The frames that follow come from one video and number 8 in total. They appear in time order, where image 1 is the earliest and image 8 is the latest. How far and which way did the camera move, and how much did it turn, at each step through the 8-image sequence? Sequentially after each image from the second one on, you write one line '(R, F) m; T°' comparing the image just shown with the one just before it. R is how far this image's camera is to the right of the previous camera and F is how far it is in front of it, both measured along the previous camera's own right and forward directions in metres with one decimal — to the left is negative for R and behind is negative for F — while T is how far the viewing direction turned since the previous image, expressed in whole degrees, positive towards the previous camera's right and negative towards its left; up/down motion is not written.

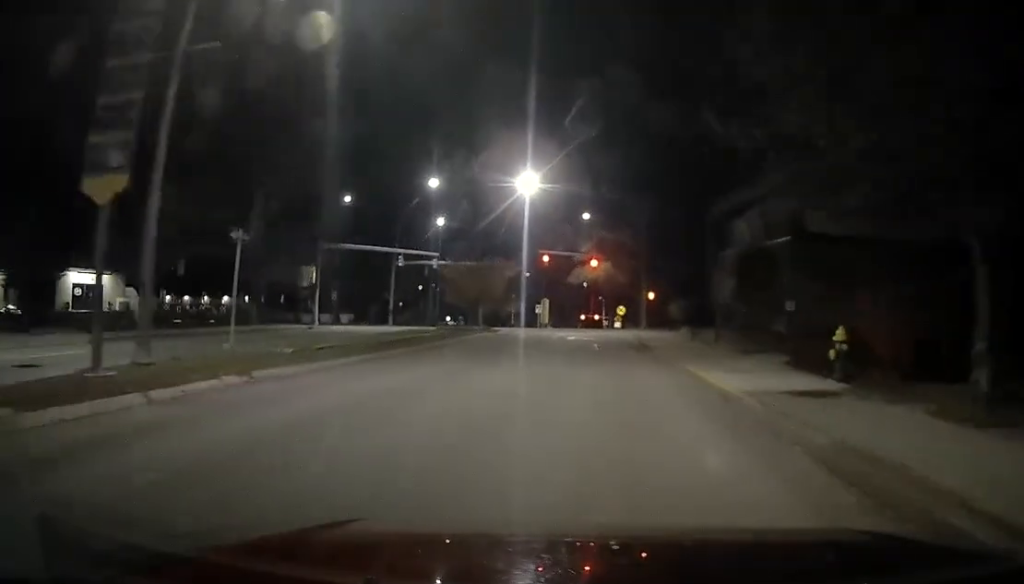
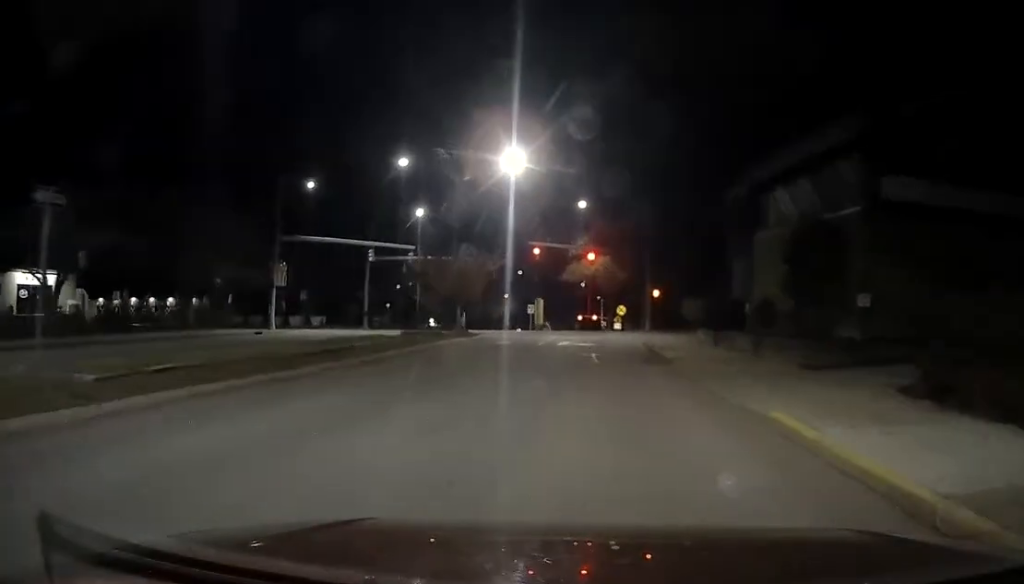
(+0.3, +6.8) m; -1°
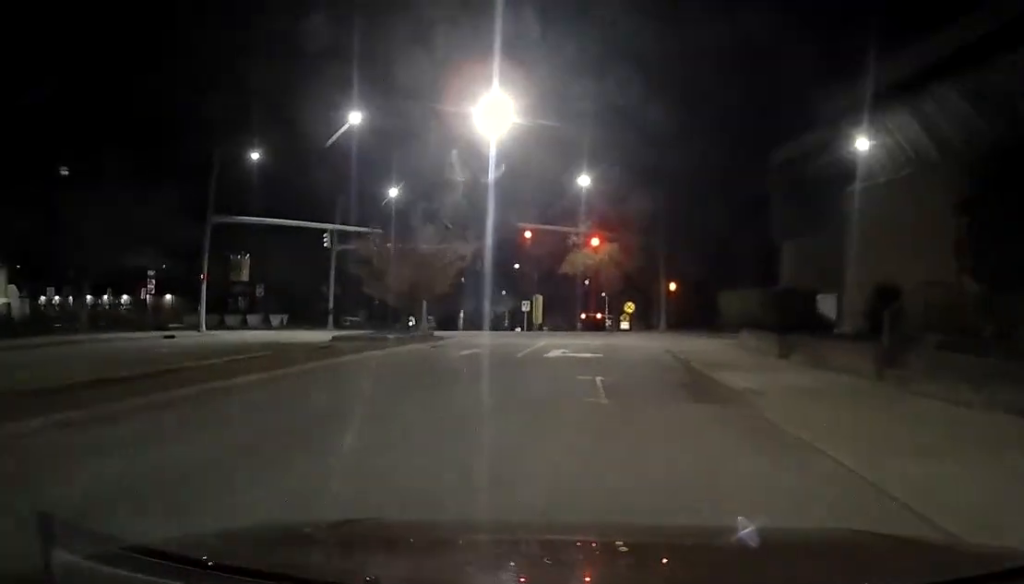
(-0.3, +8.9) m; -1°
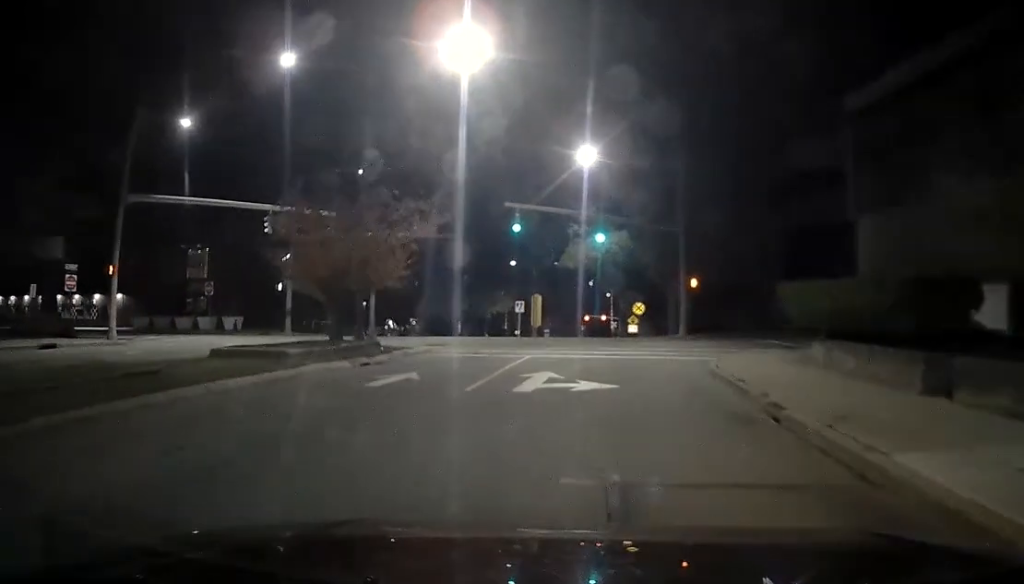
(+0.1, +8.0) m; +2°
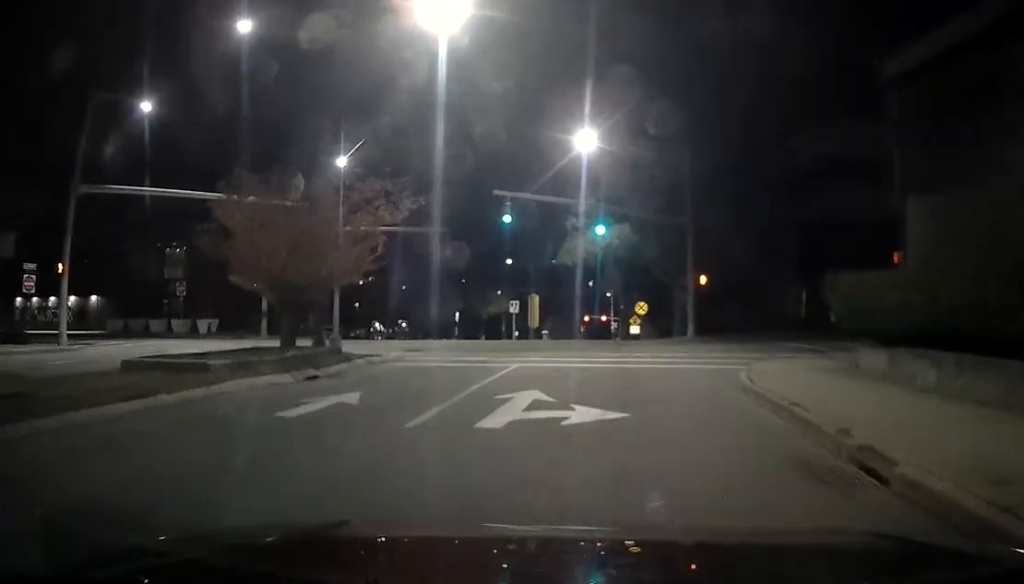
(+0.1, +3.5) m; +2°
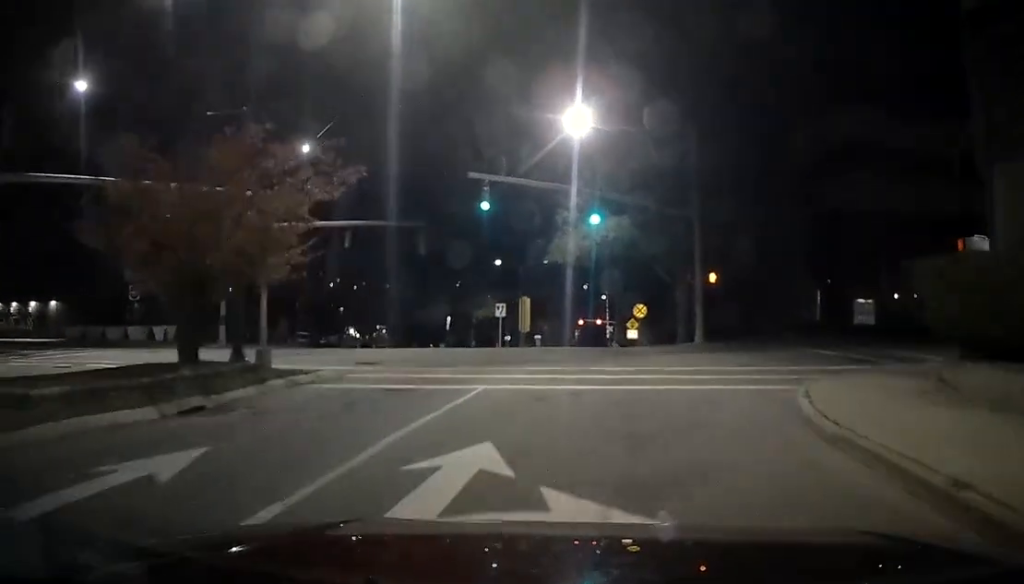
(0.0, +4.4) m; +4°
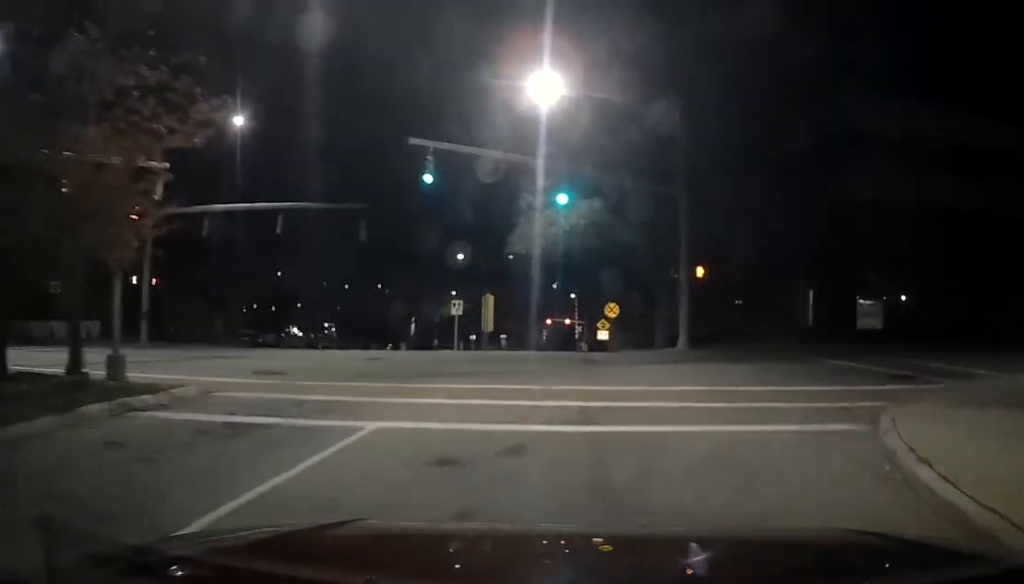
(+0.1, +4.7) m; +6°
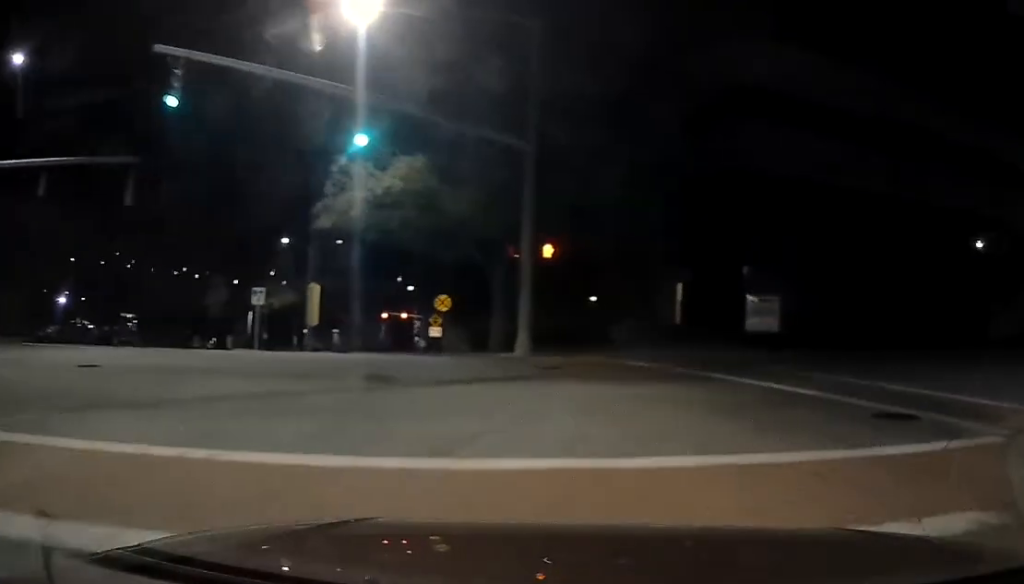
(+0.7, +6.7) m; +11°
